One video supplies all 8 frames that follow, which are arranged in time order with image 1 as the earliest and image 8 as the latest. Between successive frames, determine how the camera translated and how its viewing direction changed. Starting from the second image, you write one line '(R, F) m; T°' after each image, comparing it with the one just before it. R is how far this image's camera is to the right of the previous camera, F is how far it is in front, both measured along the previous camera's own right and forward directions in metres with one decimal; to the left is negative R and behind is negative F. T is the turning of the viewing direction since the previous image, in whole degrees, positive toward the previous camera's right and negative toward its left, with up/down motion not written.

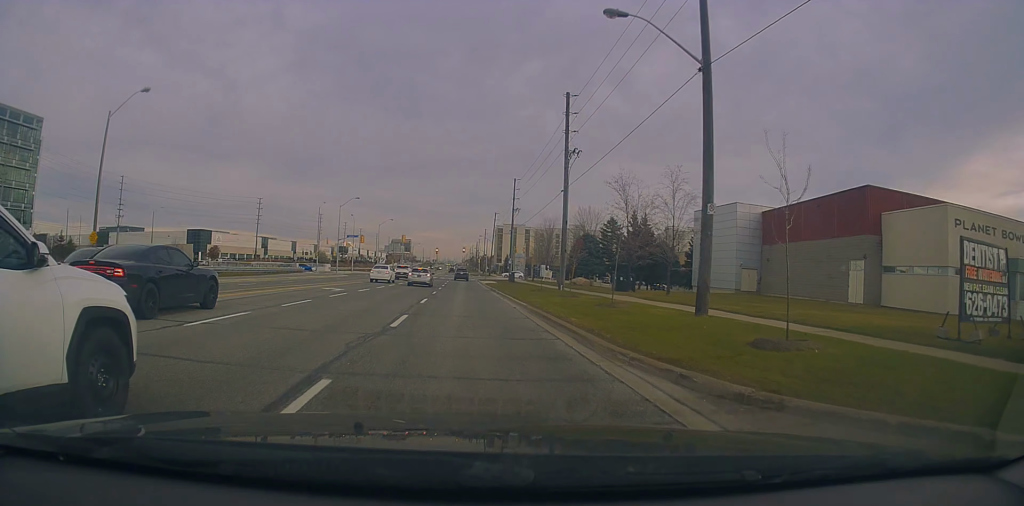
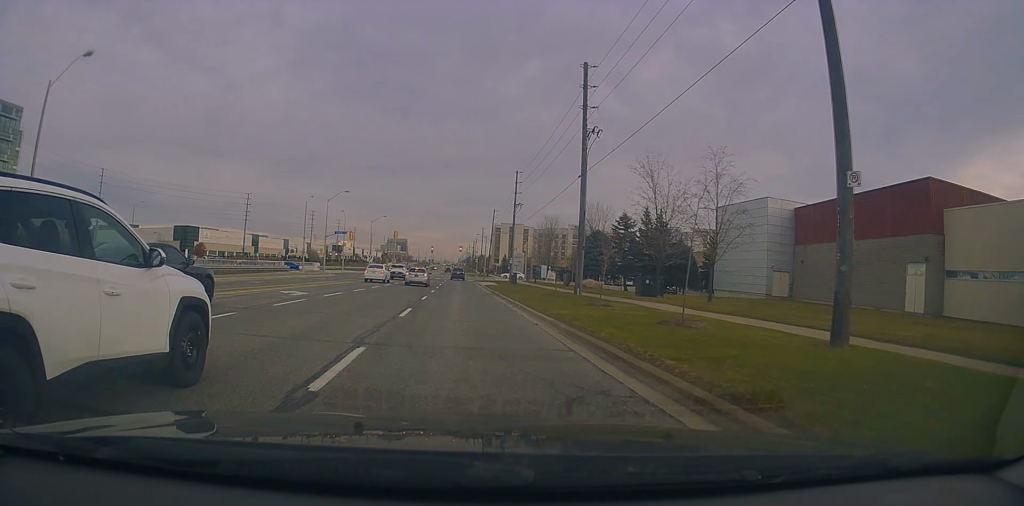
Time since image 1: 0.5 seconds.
(-0.3, +6.7) m; -1°
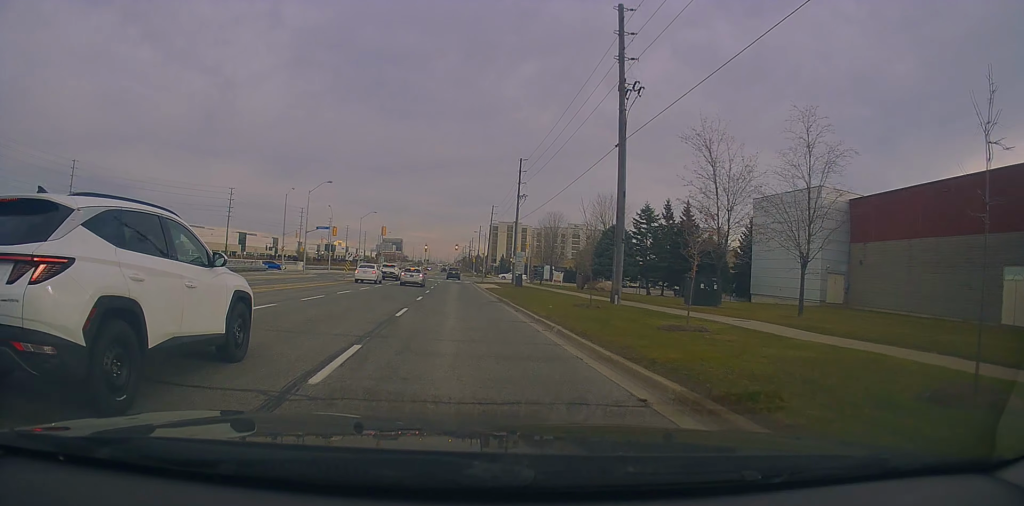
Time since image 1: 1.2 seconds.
(-0.1, +9.2) m; -1°
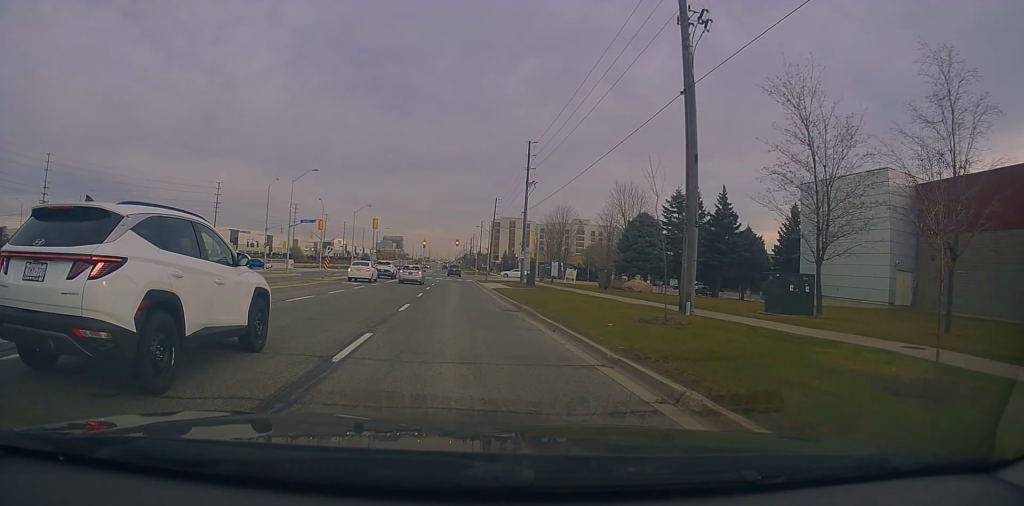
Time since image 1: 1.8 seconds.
(+0.2, +7.8) m; 0°
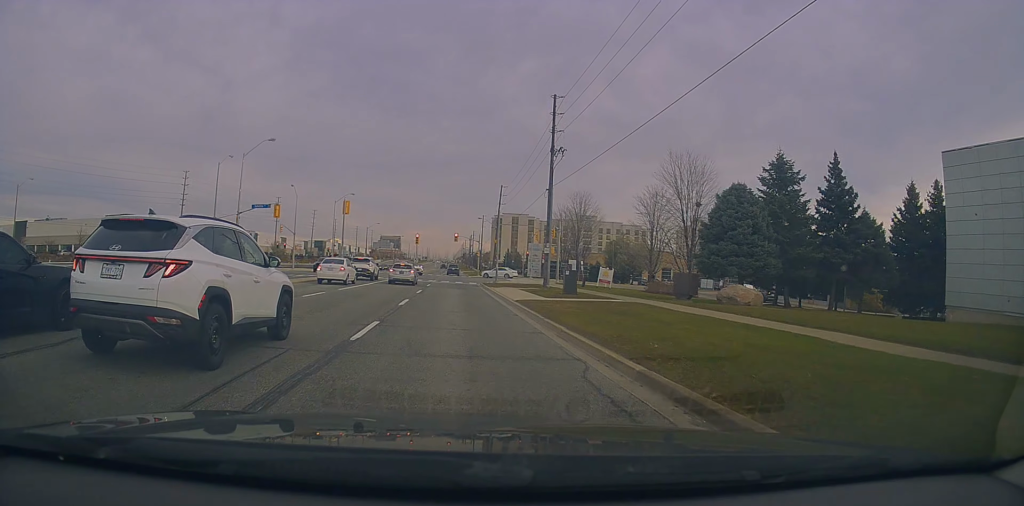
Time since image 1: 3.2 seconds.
(-0.2, +17.9) m; +1°
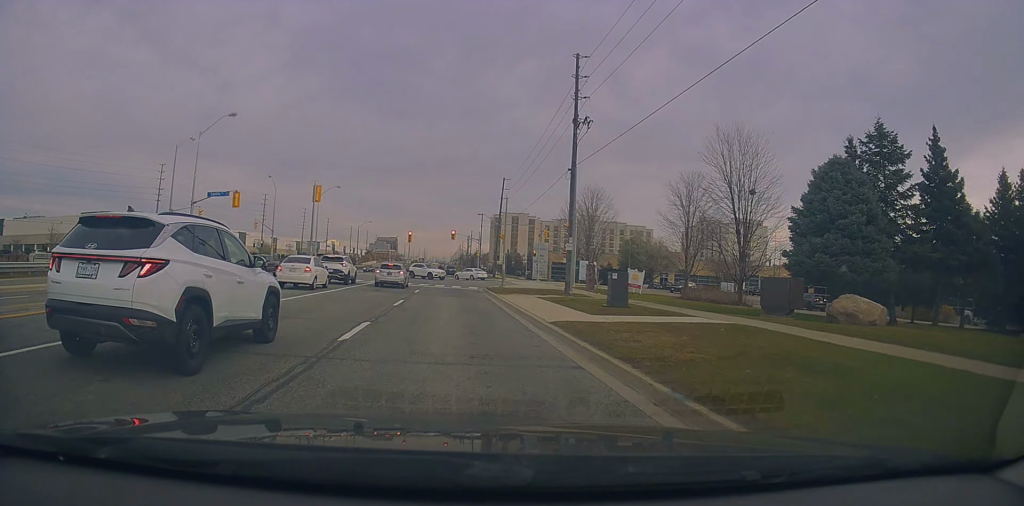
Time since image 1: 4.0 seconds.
(+0.2, +9.7) m; +1°
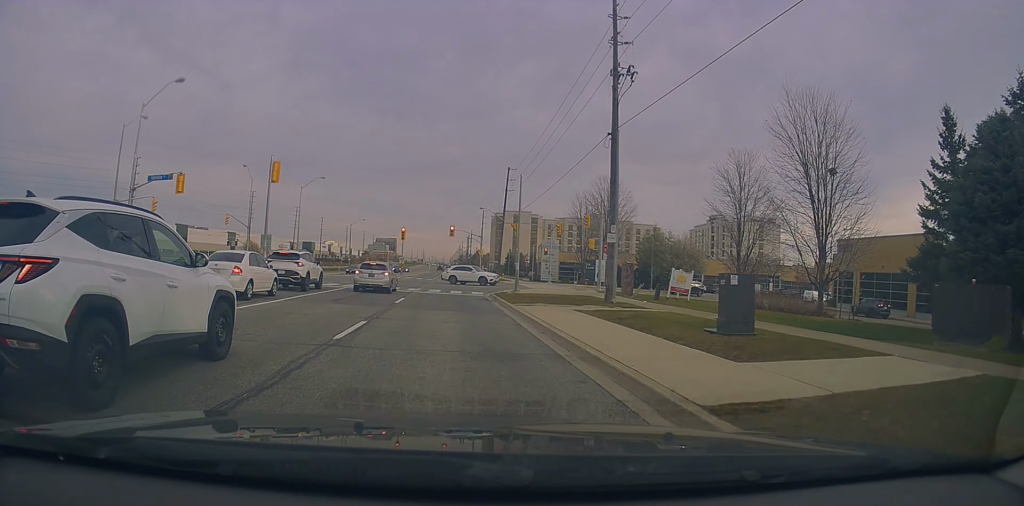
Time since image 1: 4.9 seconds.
(+0.1, +9.2) m; -1°
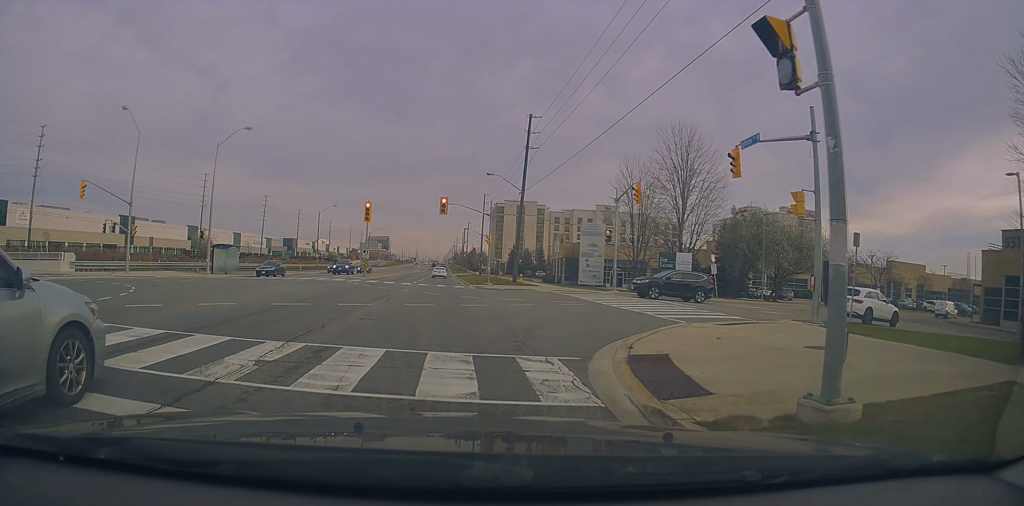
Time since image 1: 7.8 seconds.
(+1.0, +27.7) m; +3°
